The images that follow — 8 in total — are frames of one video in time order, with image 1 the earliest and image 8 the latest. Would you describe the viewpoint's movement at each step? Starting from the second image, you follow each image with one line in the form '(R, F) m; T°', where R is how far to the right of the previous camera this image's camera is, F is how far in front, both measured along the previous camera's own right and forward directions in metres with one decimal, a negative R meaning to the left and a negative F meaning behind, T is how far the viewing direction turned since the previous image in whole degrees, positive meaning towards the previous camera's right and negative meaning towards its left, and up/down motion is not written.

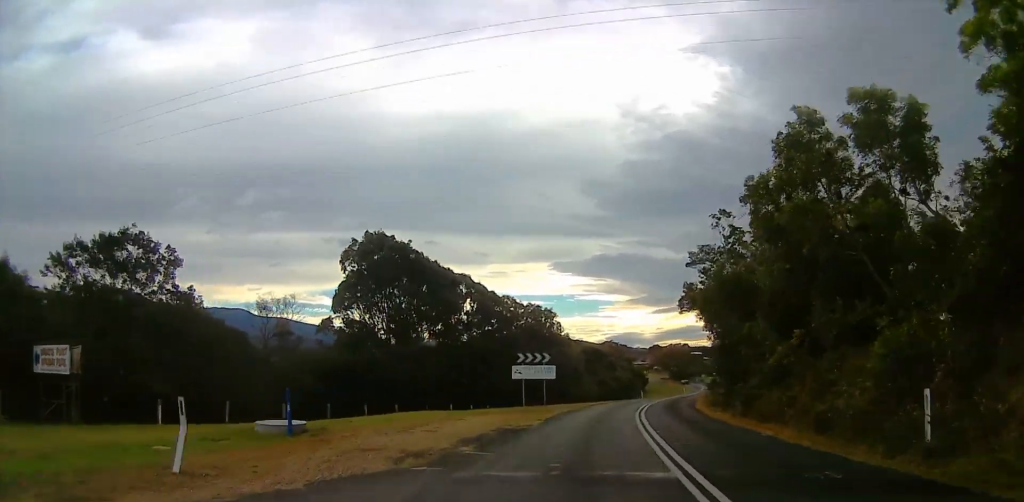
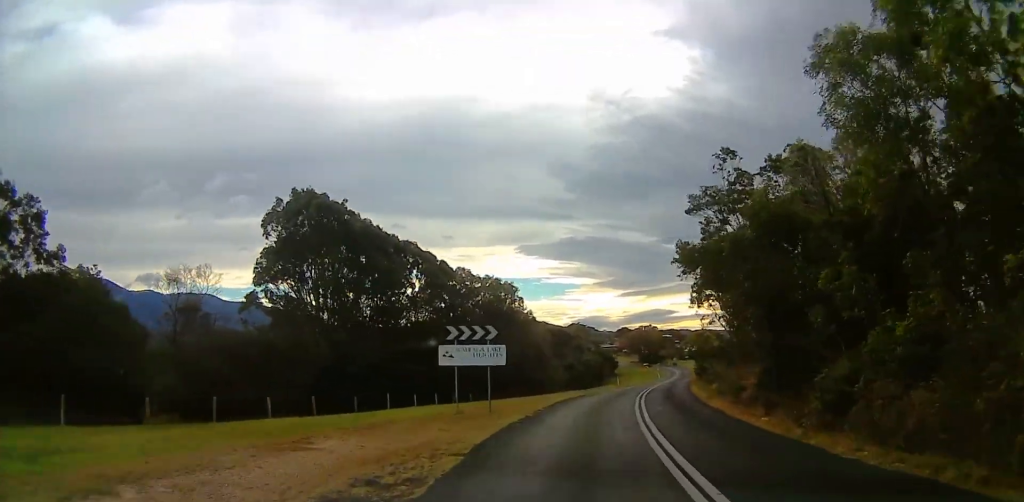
(0.0, +11.1) m; +1°
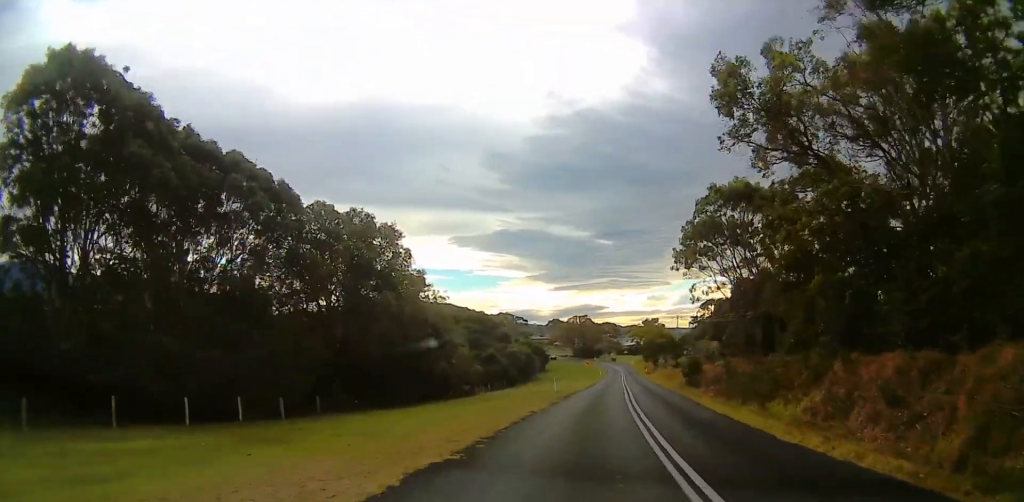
(+1.2, +25.1) m; +9°
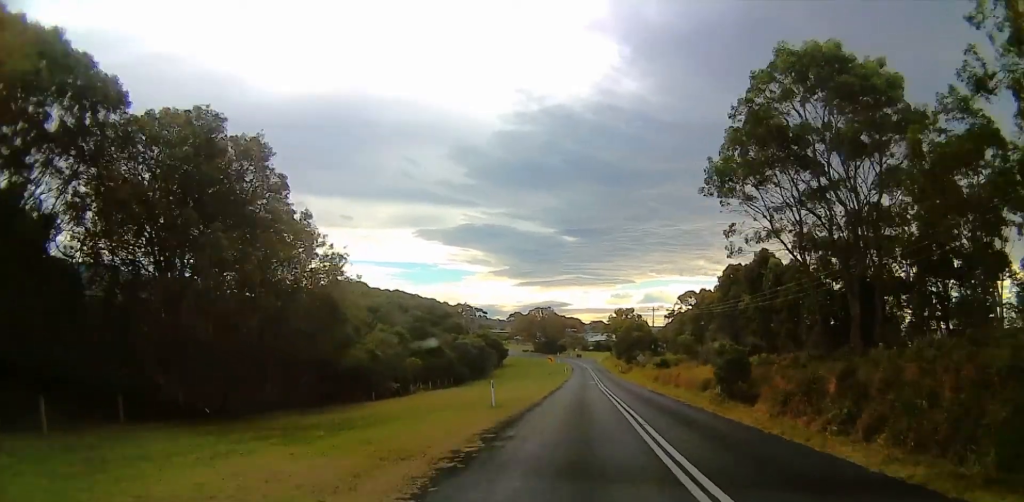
(+1.5, +16.5) m; +5°
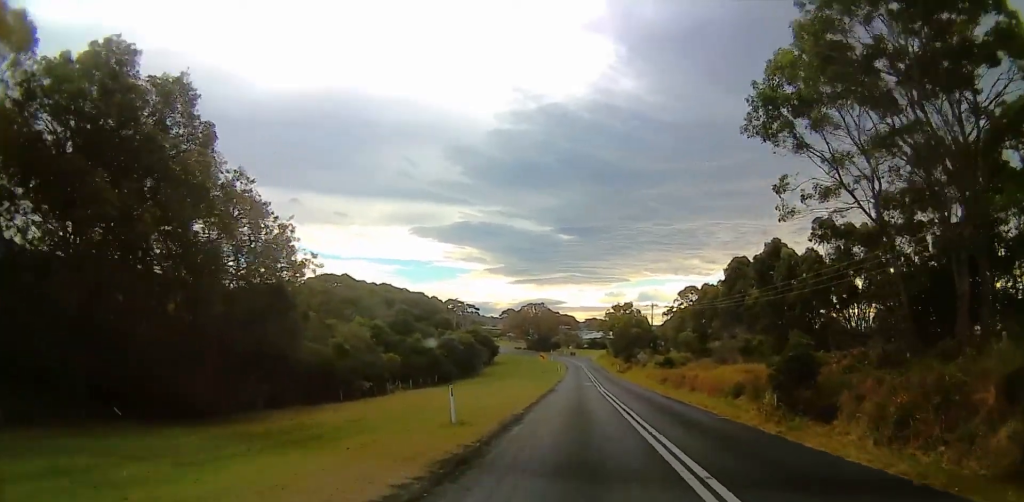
(+0.7, +6.6) m; 0°
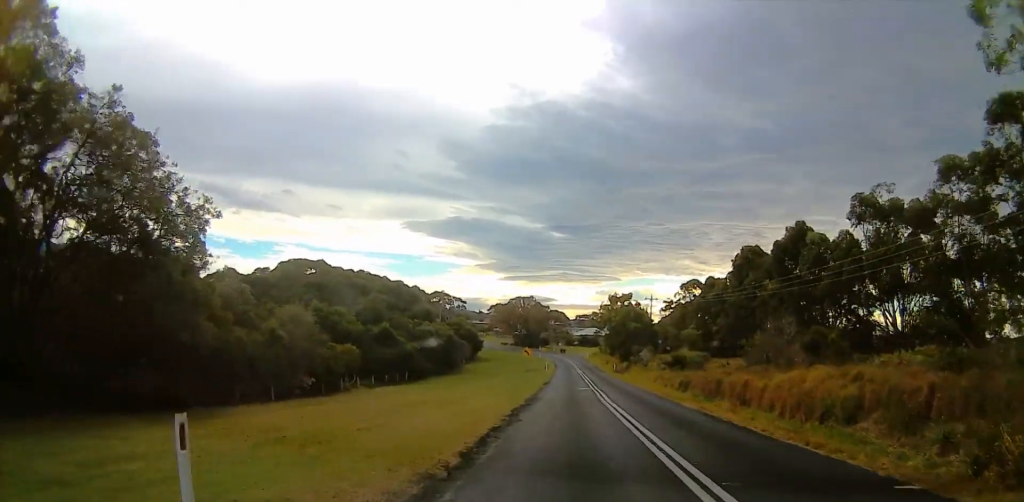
(-1.0, +10.6) m; -1°
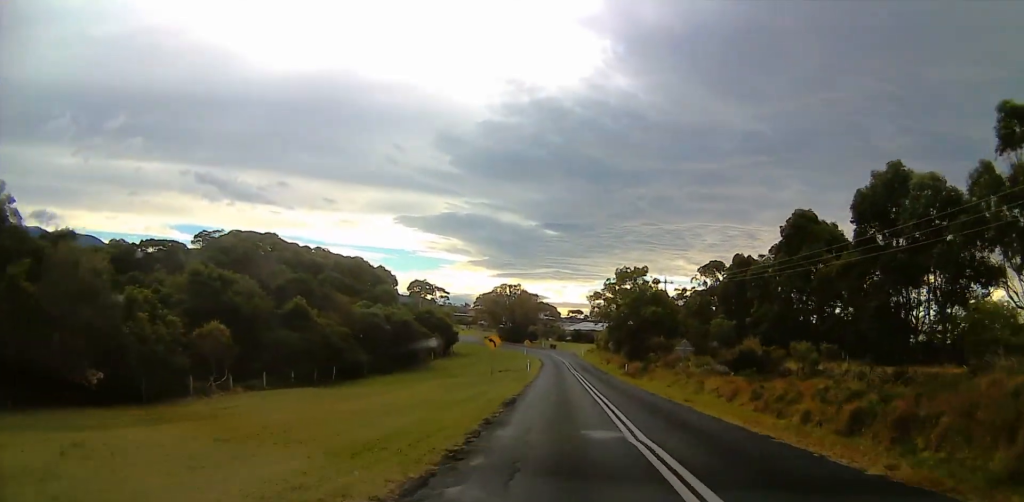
(+0.3, +22.0) m; +3°
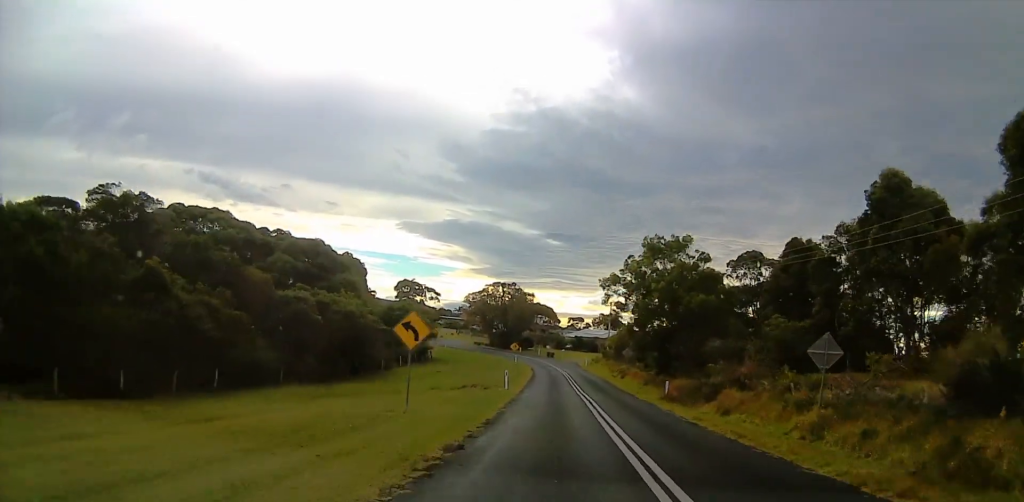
(0.0, +19.9) m; 0°
